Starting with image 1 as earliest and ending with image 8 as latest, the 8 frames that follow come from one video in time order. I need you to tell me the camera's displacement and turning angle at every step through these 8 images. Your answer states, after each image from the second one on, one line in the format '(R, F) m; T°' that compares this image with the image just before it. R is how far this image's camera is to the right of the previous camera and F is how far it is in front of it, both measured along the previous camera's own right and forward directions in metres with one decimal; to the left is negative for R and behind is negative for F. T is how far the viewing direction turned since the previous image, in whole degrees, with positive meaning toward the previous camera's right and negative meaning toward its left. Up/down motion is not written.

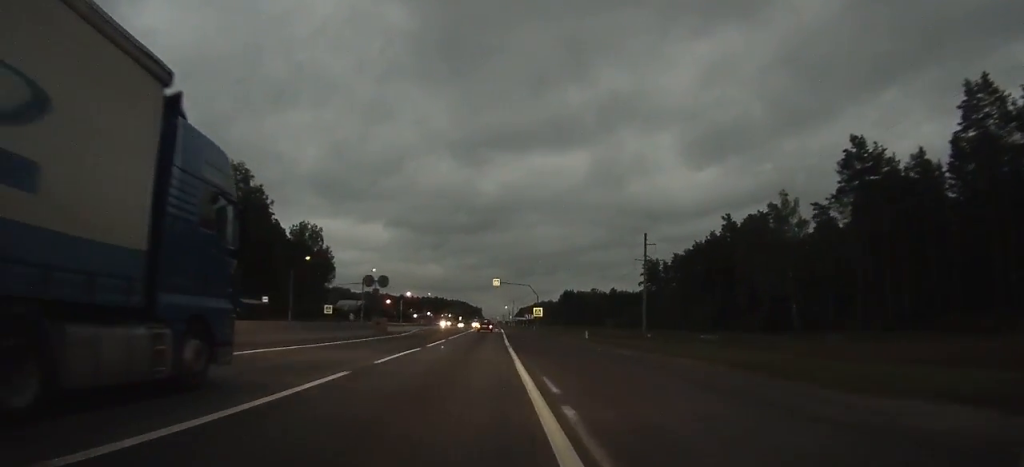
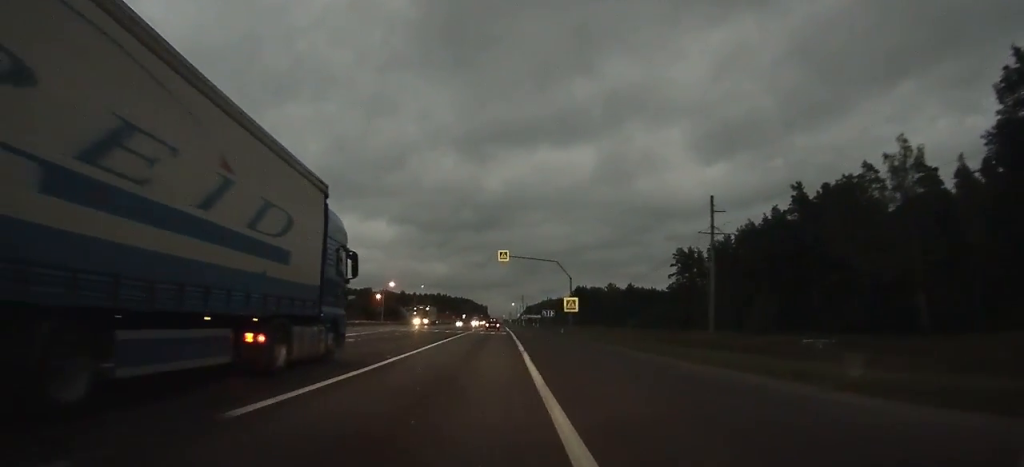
(-0.1, +33.0) m; 0°
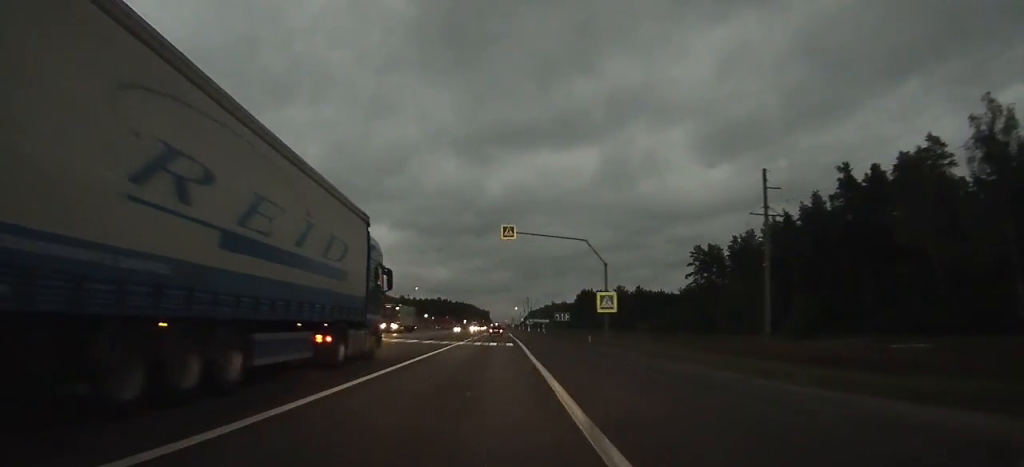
(0.0, +16.4) m; 0°
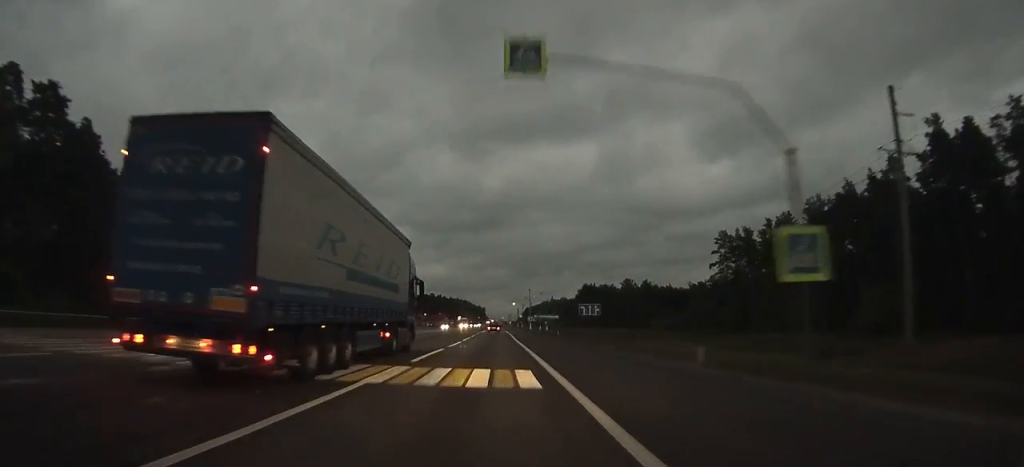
(-0.1, +24.4) m; 0°
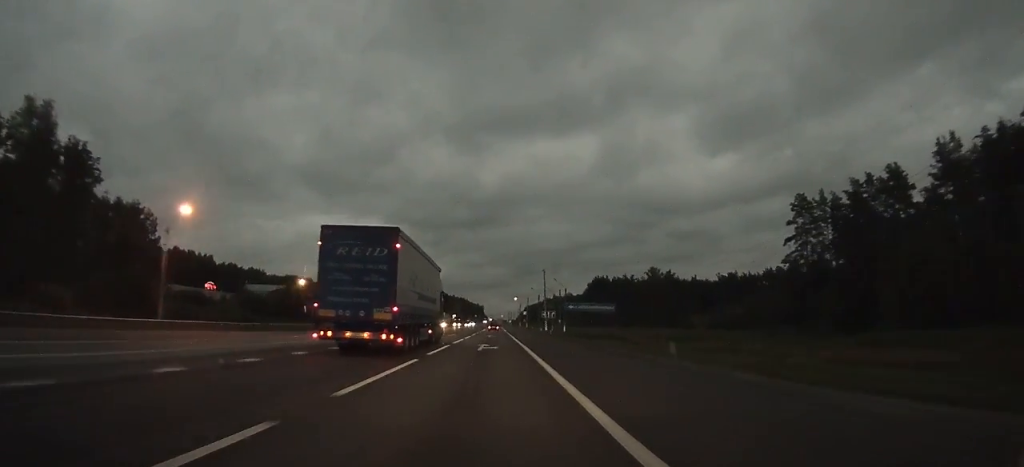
(+0.1, +44.4) m; 0°
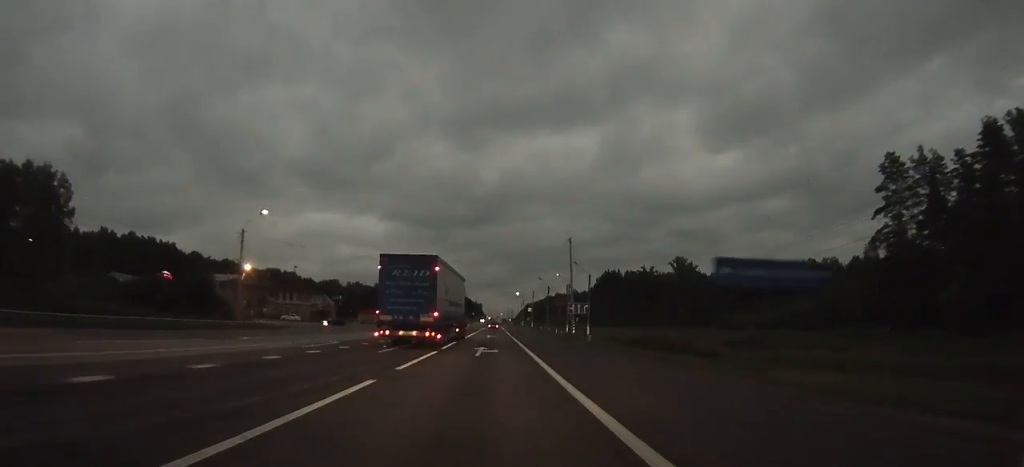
(+0.1, +30.7) m; 0°
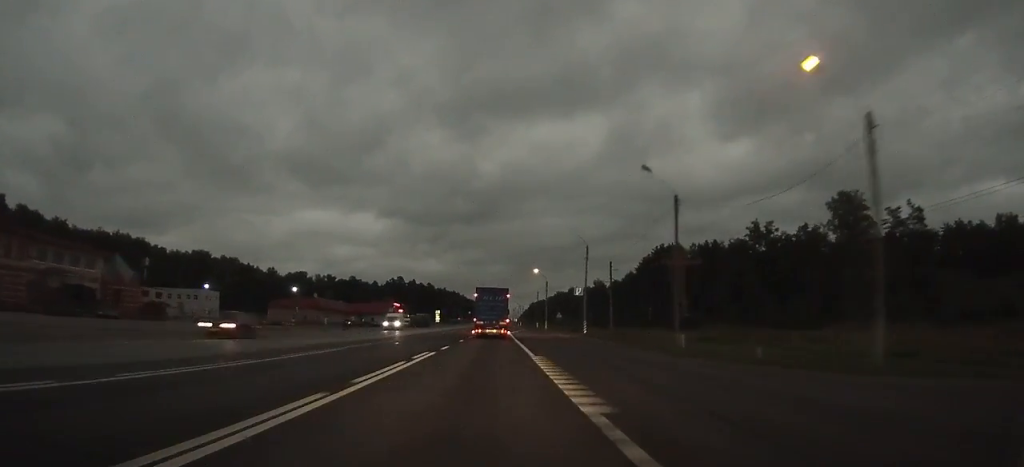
(-0.4, +89.2) m; 0°
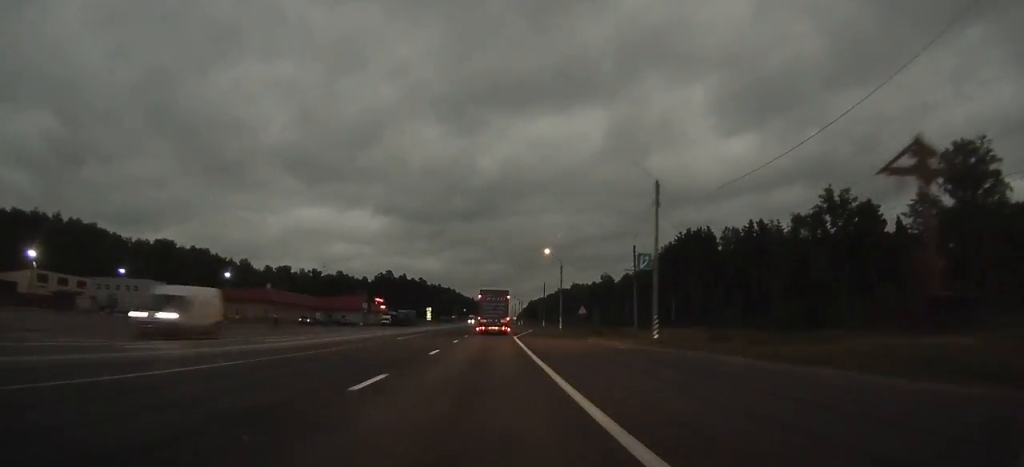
(0.0, +28.1) m; 0°
